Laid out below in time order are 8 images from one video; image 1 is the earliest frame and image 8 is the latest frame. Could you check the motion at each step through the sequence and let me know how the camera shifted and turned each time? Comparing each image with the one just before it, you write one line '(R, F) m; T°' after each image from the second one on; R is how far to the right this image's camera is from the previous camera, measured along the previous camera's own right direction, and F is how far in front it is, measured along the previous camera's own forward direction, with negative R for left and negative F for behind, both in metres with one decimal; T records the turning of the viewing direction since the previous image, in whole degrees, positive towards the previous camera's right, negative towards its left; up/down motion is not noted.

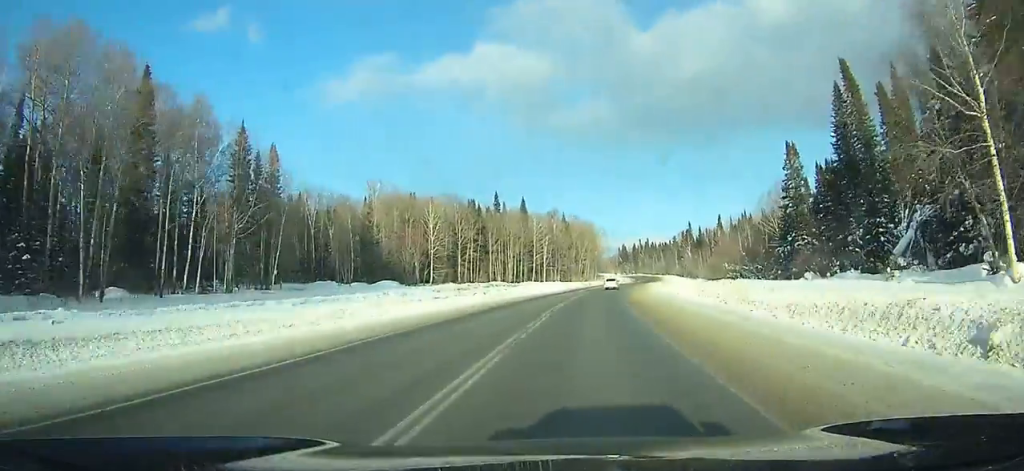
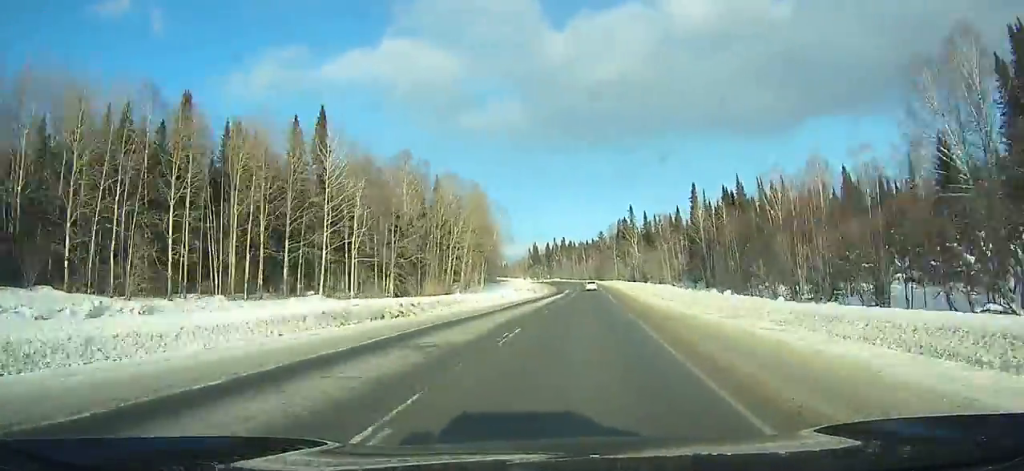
(+9.0, +90.0) m; +10°
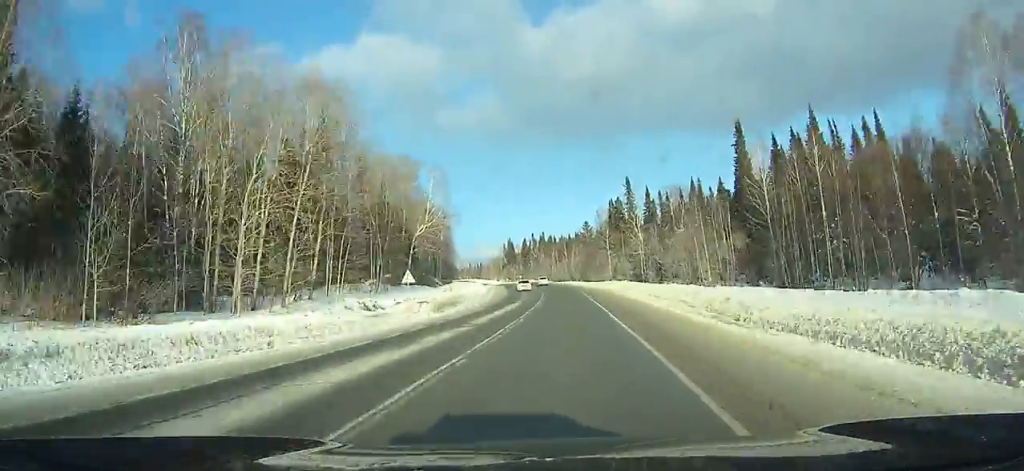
(+2.3, +55.2) m; -1°
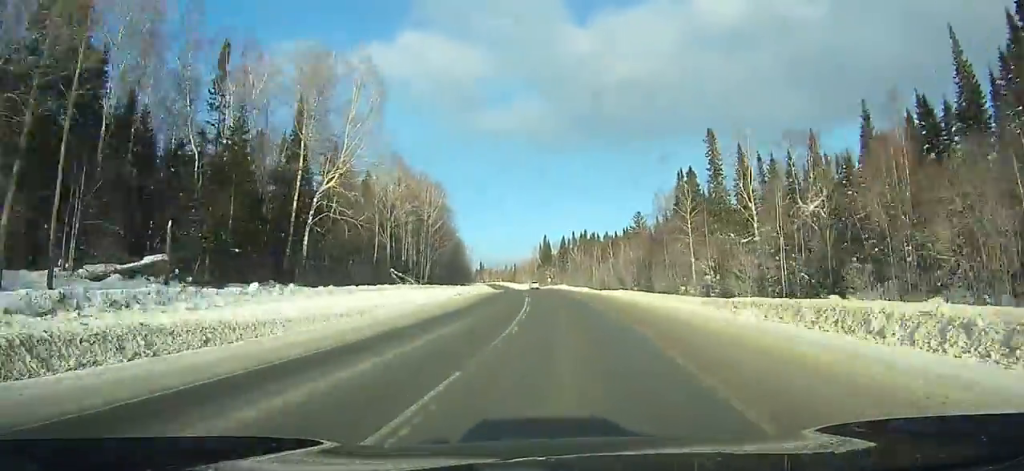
(-1.6, +54.7) m; -4°
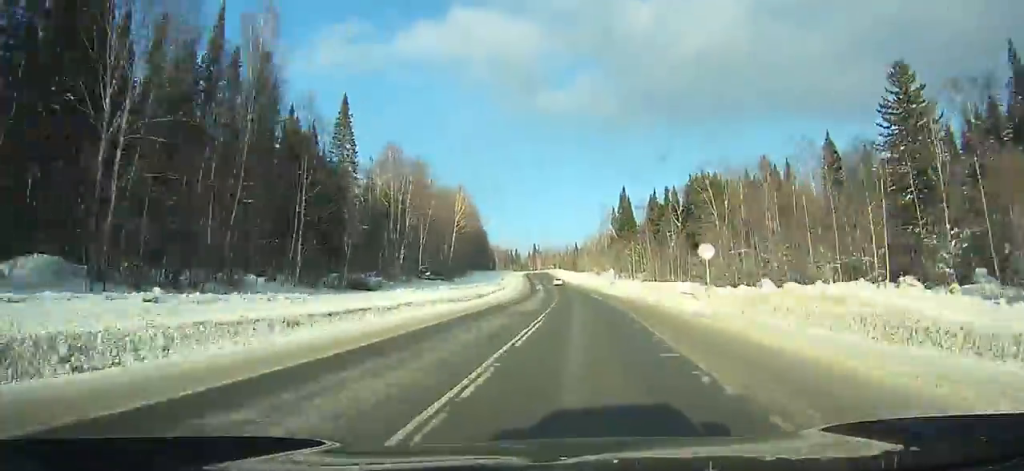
(-11.7, +129.3) m; -8°
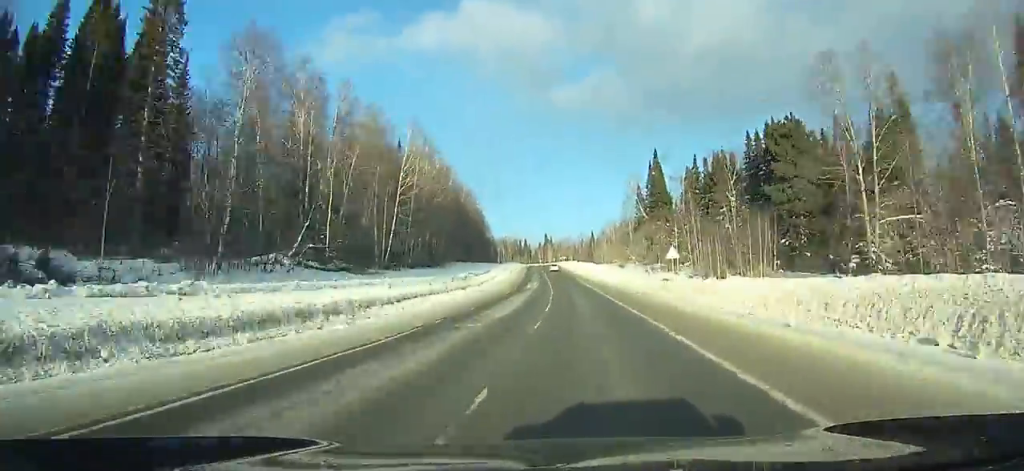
(-0.2, +43.3) m; -1°
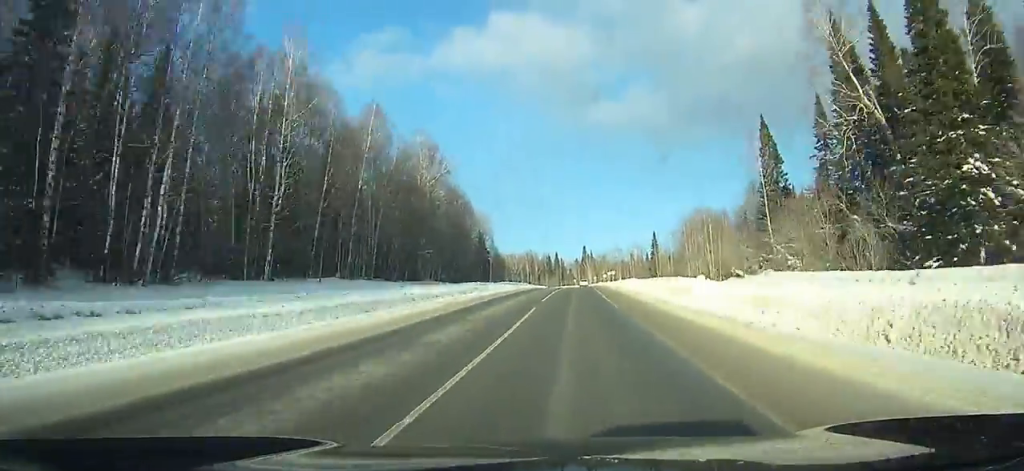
(-1.7, +91.6) m; -3°
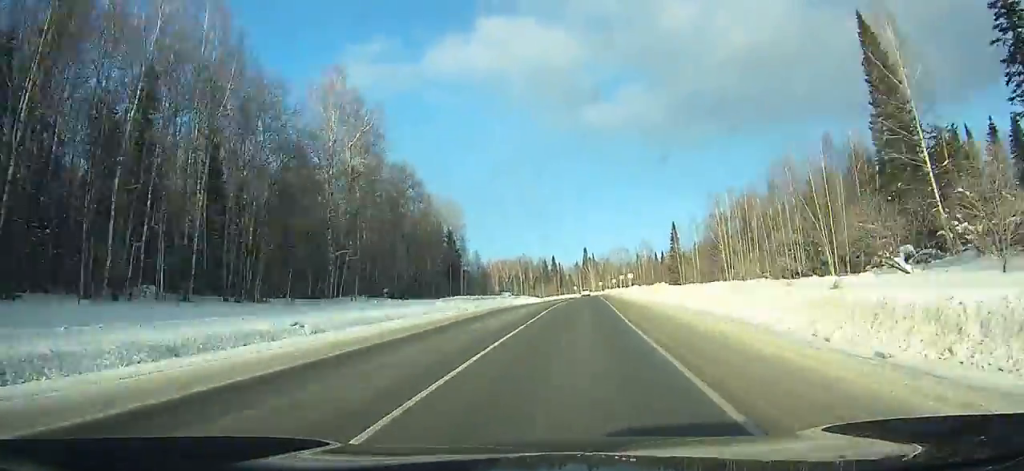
(-0.7, +34.7) m; -1°
